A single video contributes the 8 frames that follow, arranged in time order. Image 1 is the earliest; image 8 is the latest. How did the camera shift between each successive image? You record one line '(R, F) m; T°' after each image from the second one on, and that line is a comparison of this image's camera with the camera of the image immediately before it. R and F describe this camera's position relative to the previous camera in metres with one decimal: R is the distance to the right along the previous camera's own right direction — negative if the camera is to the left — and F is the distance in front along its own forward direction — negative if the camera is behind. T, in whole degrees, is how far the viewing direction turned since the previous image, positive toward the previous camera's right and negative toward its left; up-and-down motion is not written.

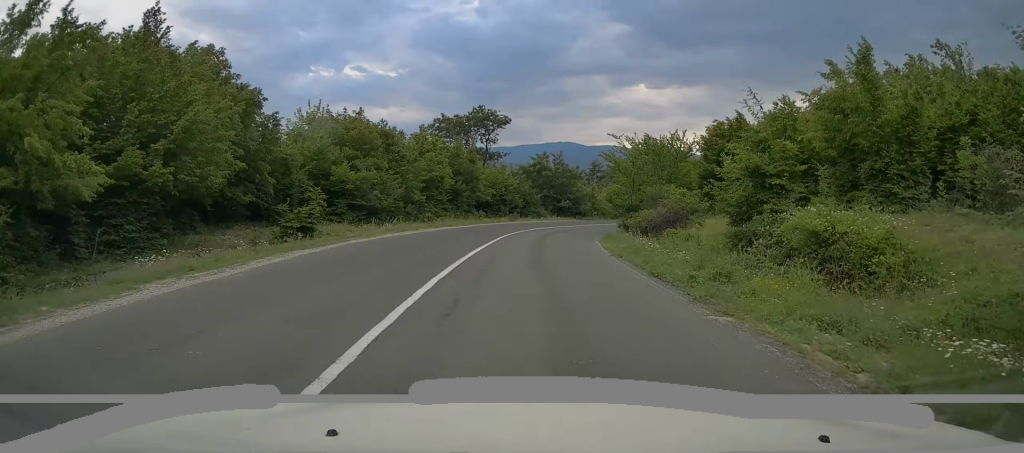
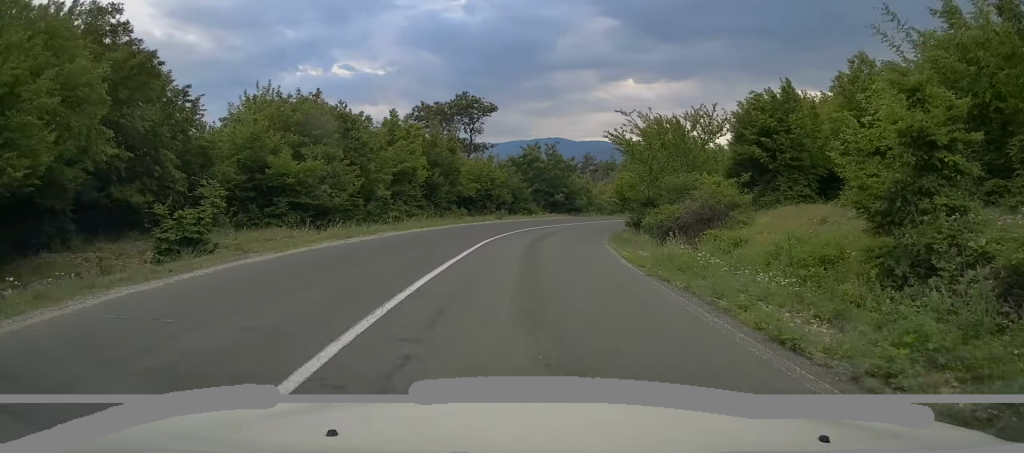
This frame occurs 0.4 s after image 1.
(+0.1, +6.2) m; +1°
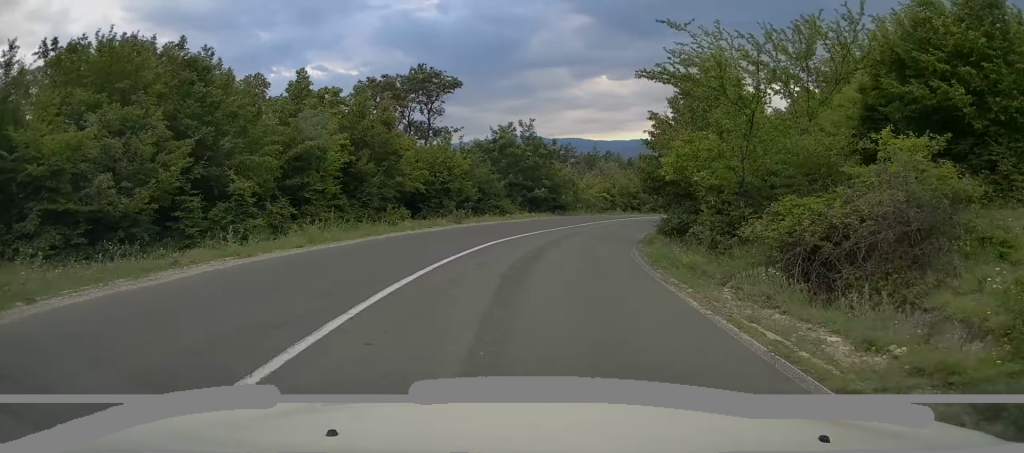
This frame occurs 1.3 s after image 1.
(+0.3, +12.0) m; +3°
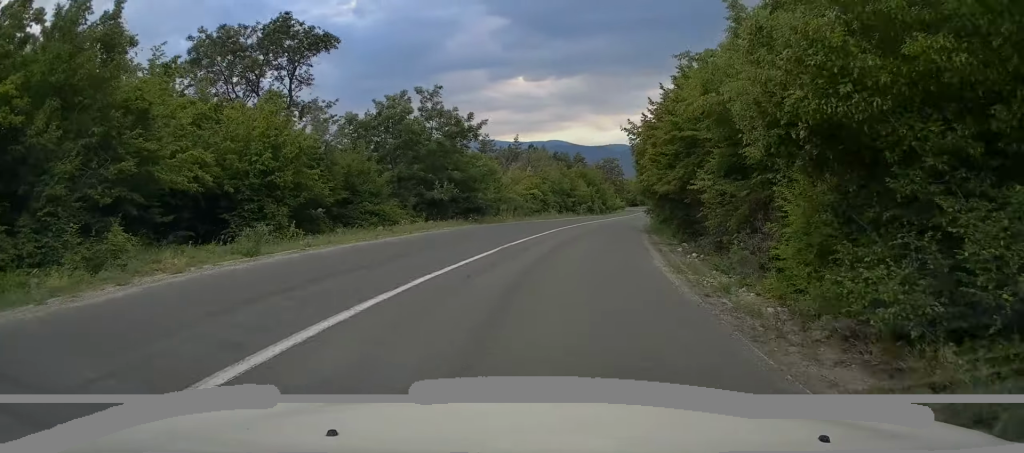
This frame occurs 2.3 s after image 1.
(+0.4, +14.9) m; +5°
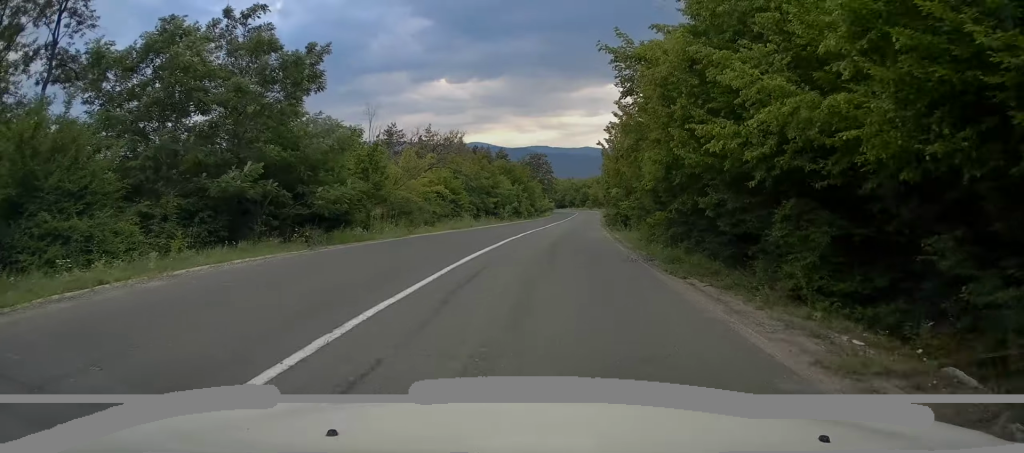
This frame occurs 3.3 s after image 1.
(+0.9, +14.4) m; +6°
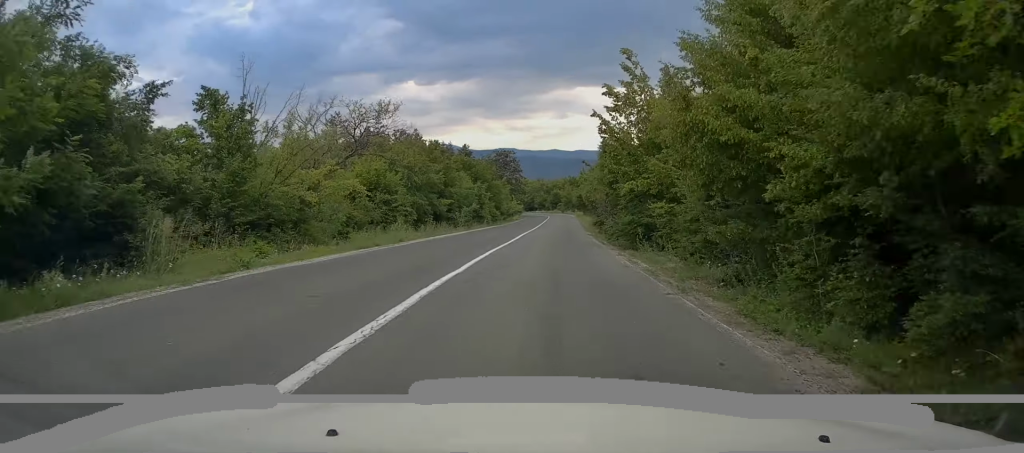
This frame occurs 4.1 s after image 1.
(+0.4, +11.2) m; +3°
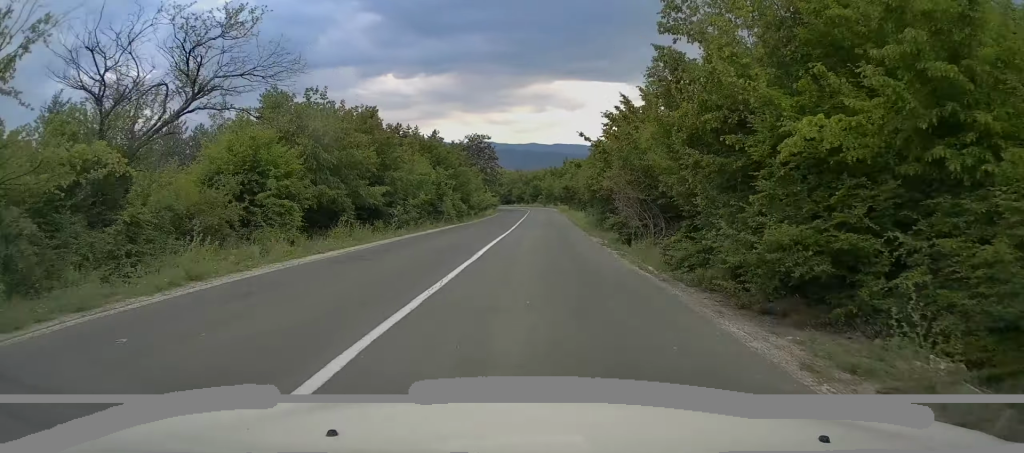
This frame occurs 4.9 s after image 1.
(+0.1, +12.2) m; +1°
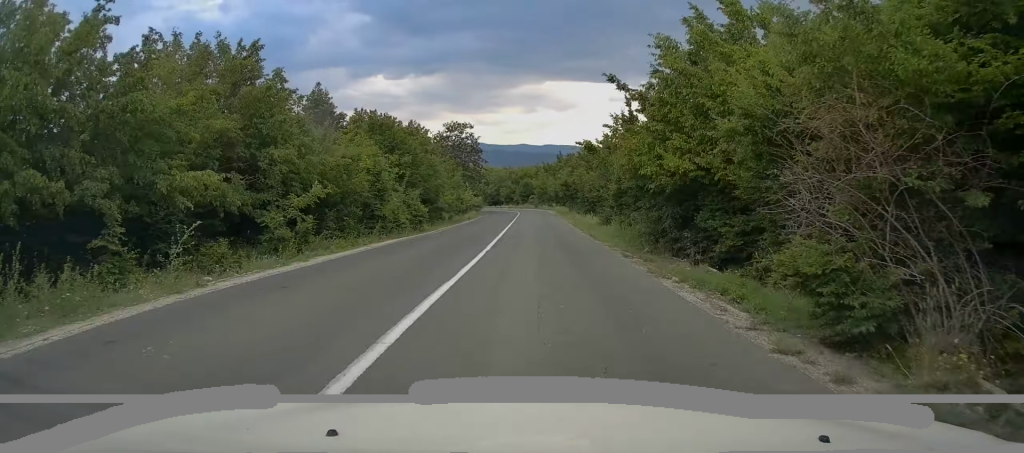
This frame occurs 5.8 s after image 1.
(+0.3, +13.2) m; +1°
